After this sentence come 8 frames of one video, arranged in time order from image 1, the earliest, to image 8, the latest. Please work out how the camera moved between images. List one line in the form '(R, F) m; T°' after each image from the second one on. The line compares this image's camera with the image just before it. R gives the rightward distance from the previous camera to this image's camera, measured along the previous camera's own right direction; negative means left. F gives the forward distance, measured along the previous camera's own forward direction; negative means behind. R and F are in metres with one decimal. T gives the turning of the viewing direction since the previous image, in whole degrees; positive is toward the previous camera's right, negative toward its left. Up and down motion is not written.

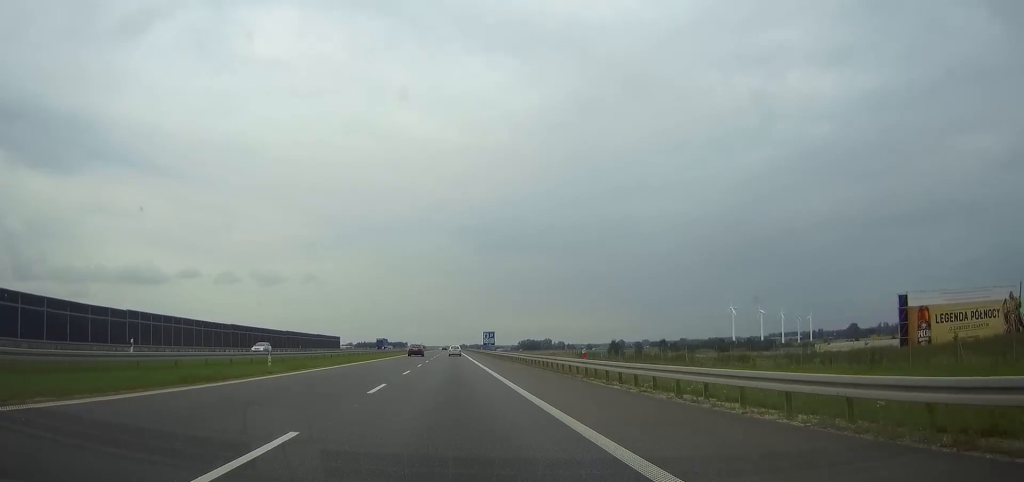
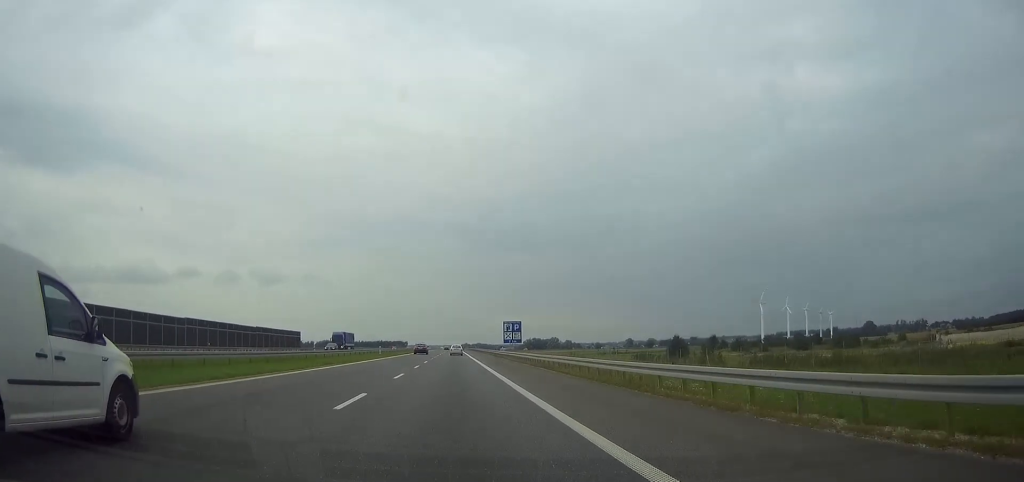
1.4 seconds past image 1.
(0.0, +52.4) m; 0°
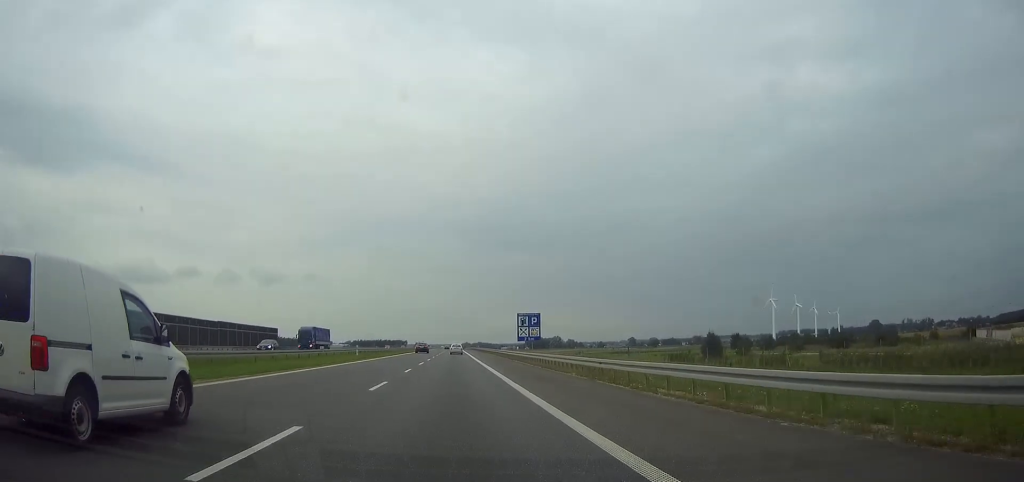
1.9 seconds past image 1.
(0.0, +18.8) m; 0°
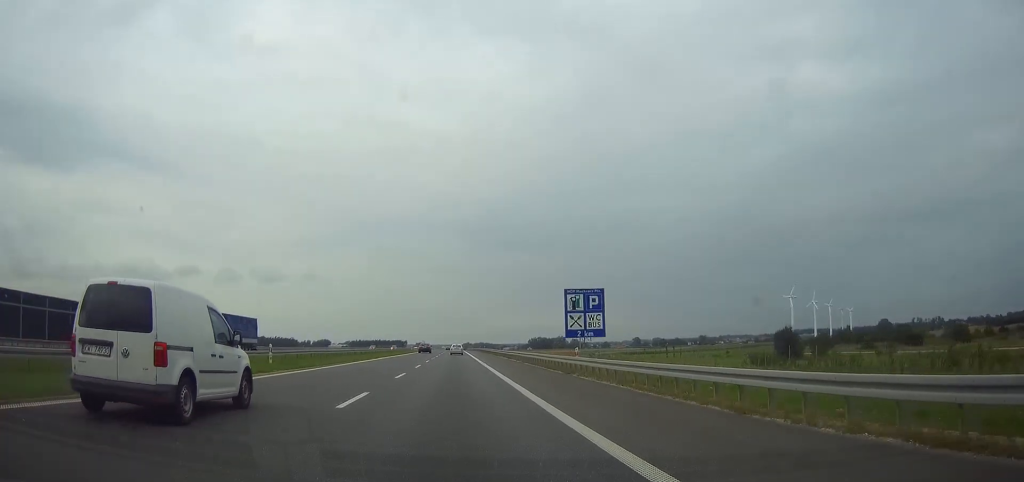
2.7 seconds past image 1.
(0.0, +28.9) m; 0°
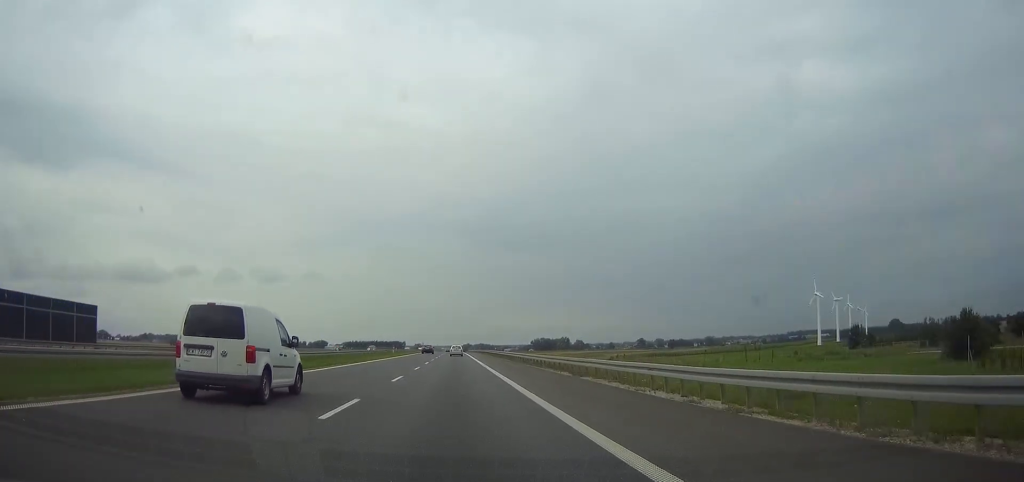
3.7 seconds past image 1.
(0.0, +37.8) m; 0°
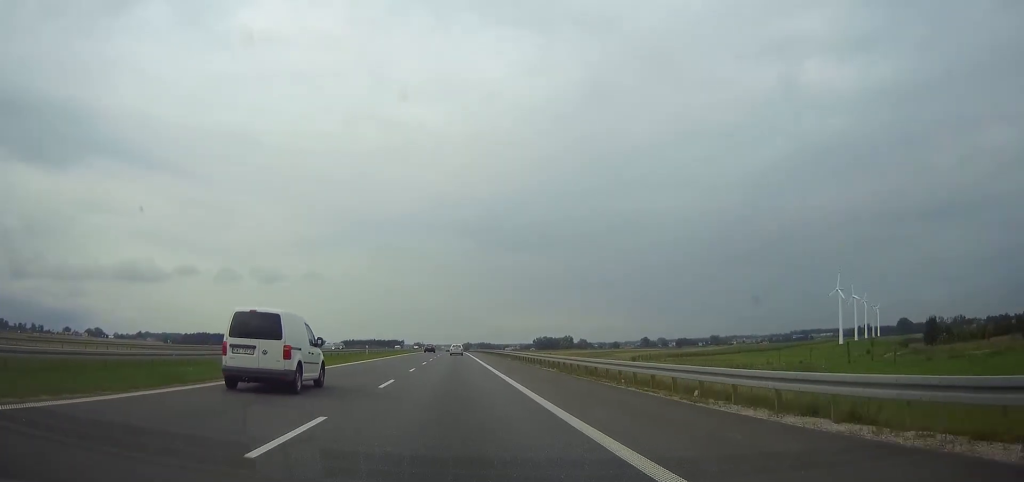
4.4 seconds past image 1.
(0.0, +27.8) m; 0°
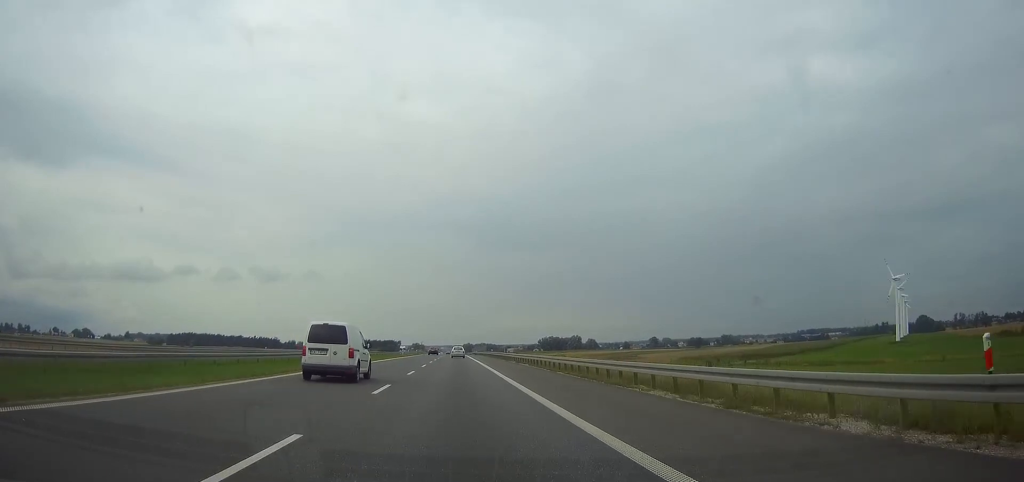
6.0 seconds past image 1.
(0.0, +62.1) m; 0°
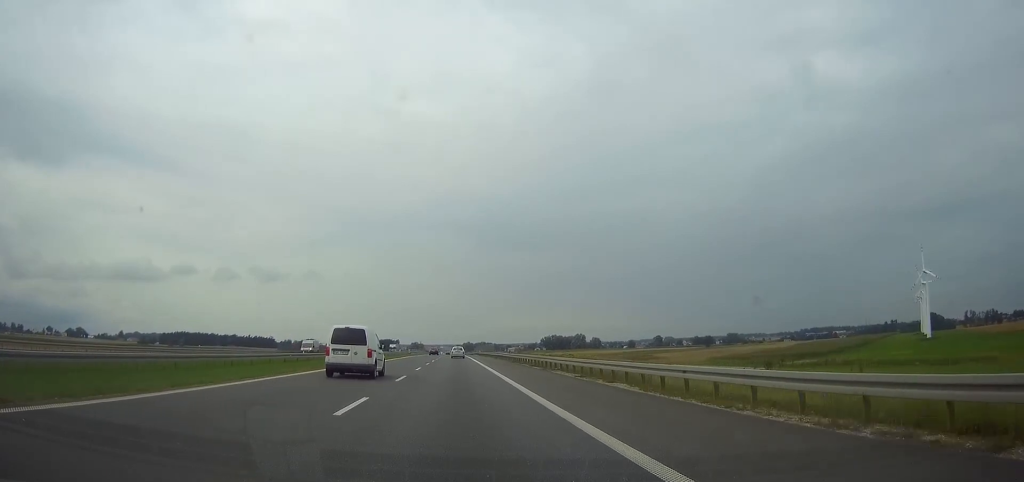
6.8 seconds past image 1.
(0.0, +29.2) m; 0°
